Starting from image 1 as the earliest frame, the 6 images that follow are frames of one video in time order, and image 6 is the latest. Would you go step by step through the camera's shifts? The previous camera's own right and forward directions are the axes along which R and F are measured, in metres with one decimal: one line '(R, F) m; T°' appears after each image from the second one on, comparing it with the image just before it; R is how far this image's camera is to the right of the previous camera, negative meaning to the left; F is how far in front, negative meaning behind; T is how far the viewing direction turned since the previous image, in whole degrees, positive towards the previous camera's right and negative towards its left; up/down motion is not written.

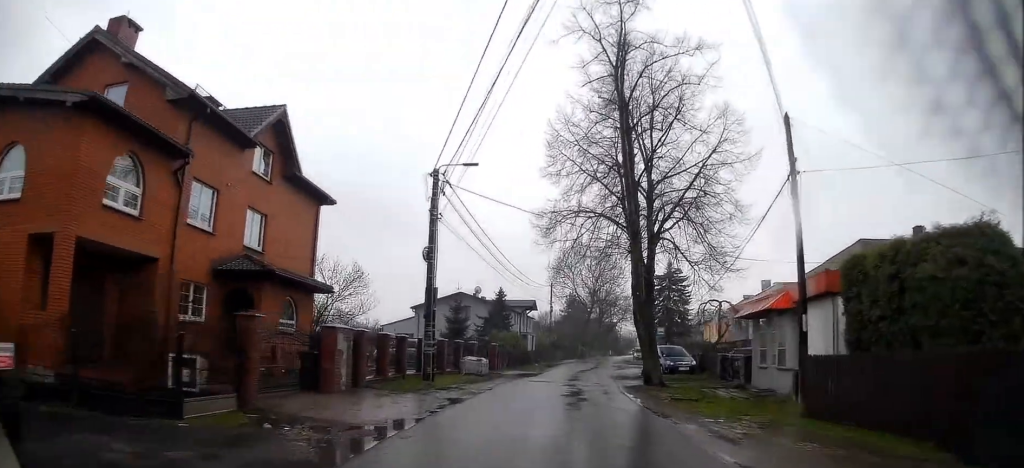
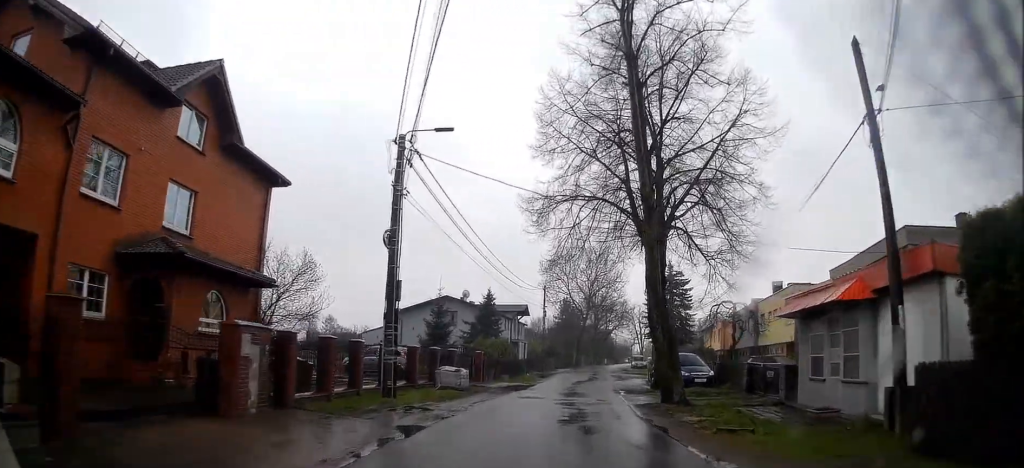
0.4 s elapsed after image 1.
(0.0, +4.5) m; 0°
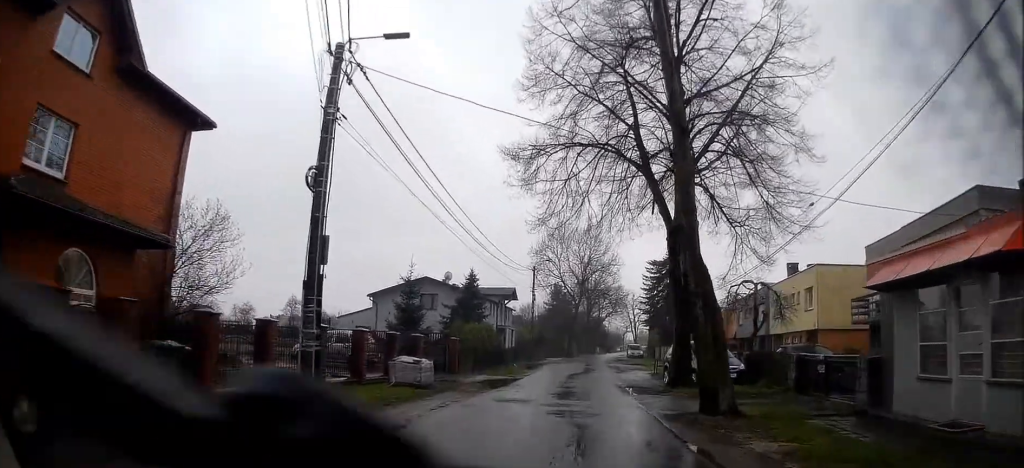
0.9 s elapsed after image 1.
(0.0, +5.3) m; +1°
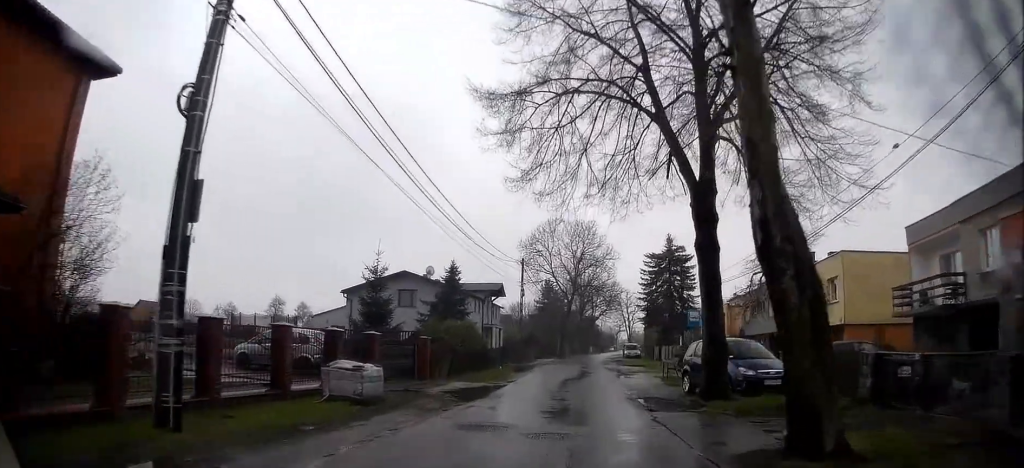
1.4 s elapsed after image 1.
(0.0, +4.7) m; +1°
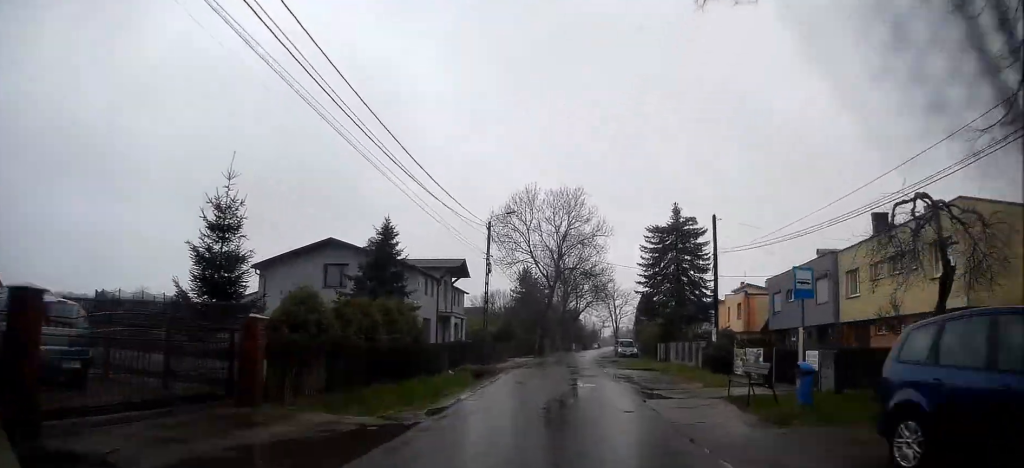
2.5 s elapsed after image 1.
(+0.2, +12.3) m; +2°
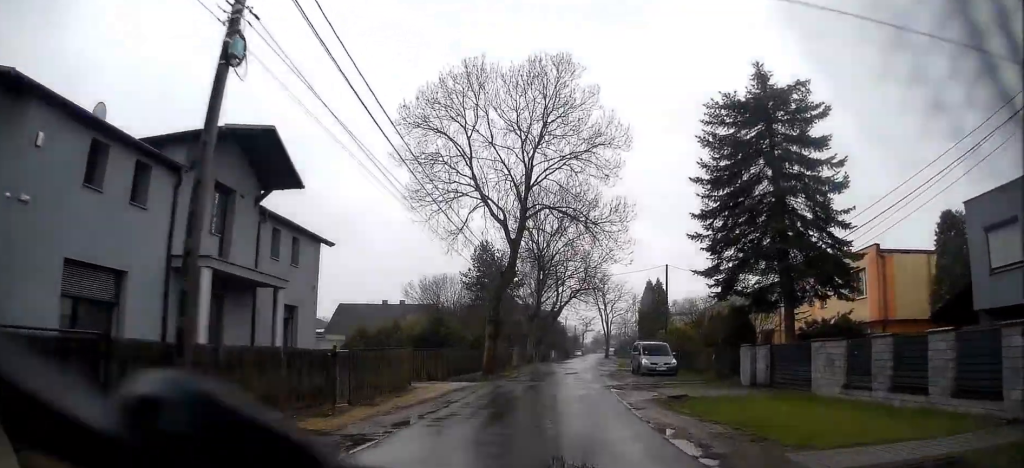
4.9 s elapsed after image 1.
(+0.7, +26.7) m; +2°
